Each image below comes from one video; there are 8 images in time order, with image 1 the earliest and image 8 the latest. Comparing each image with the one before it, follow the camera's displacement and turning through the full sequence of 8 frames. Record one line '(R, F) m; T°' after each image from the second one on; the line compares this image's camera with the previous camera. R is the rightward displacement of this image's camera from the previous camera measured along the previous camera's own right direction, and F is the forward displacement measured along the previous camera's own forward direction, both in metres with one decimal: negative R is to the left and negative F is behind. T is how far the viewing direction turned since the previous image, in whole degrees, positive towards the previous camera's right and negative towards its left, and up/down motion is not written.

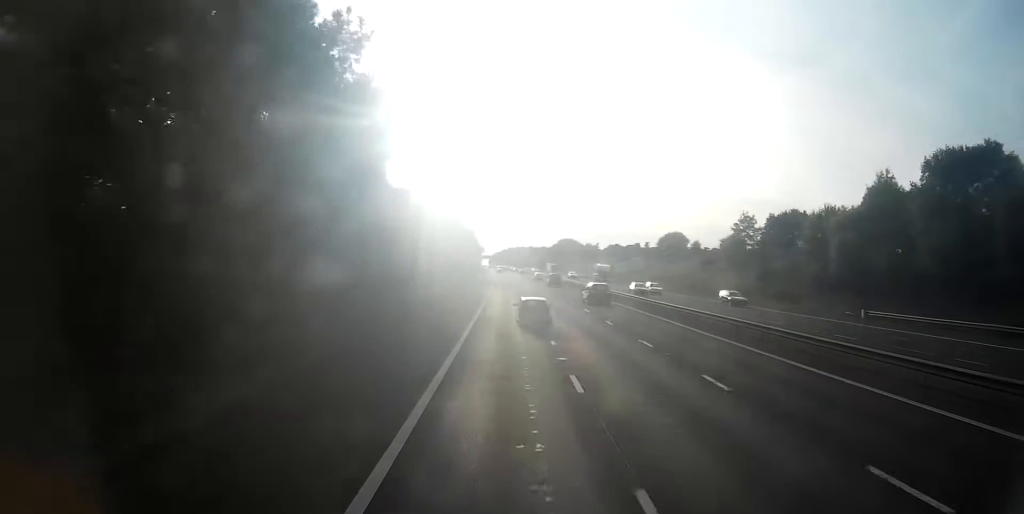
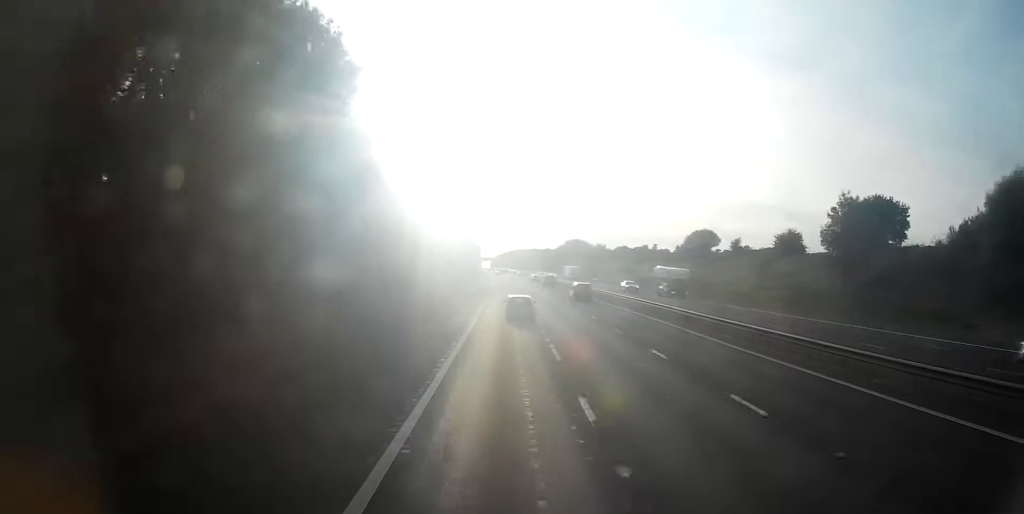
(-0.1, +29.1) m; 0°
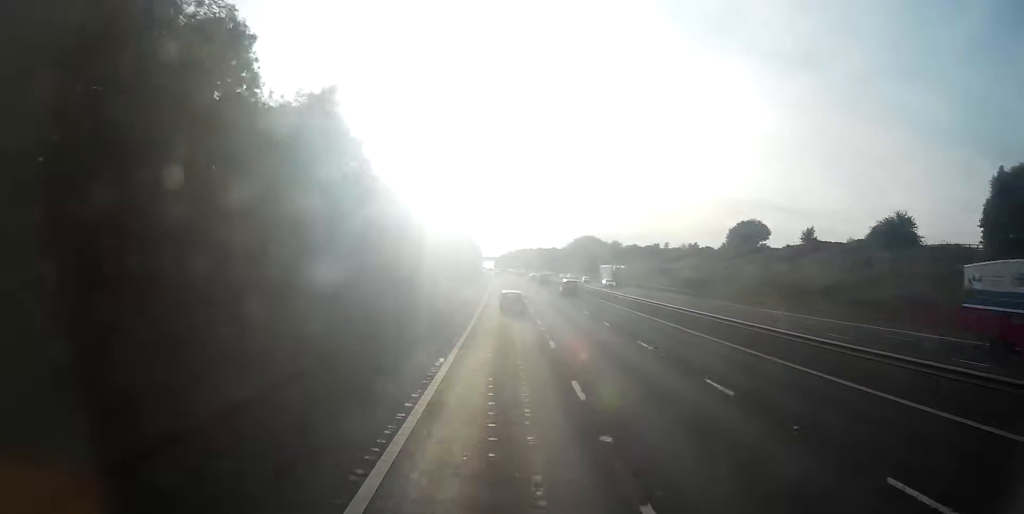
(0.0, +33.7) m; -1°
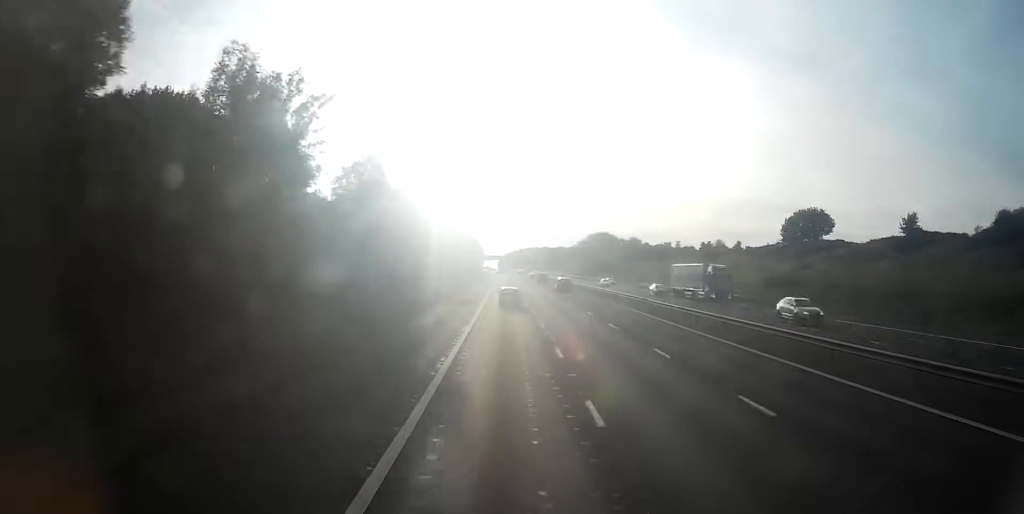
(-0.2, +29.1) m; -1°
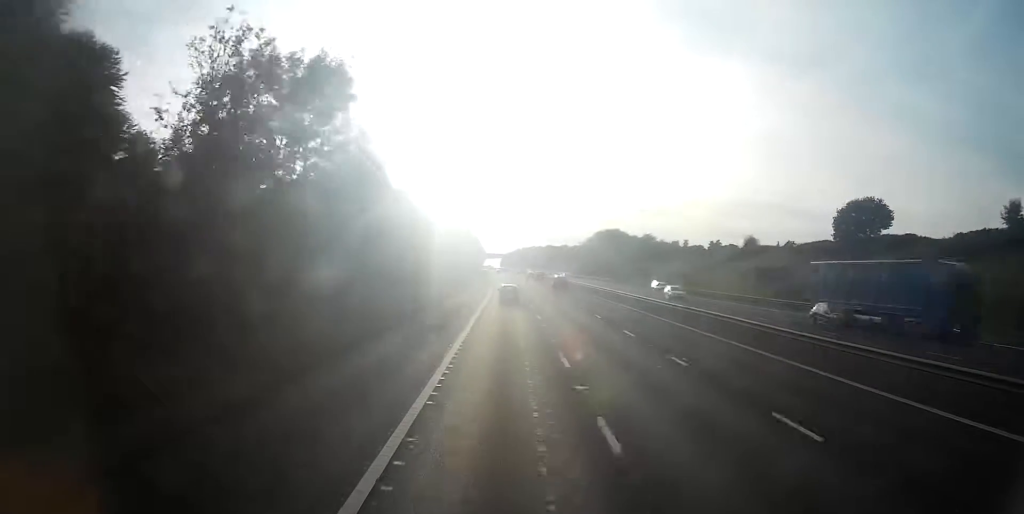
(-0.2, +20.1) m; 0°
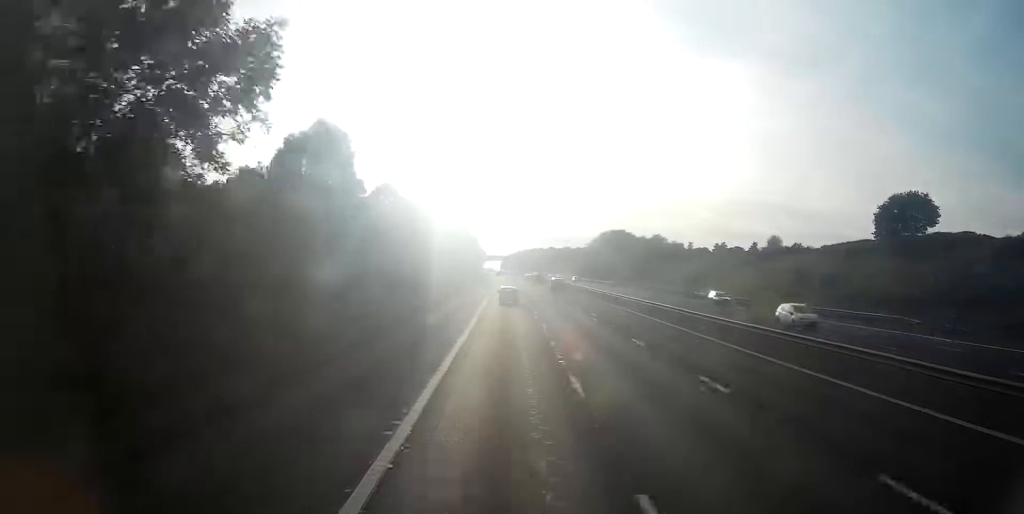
(-0.2, +12.7) m; 0°
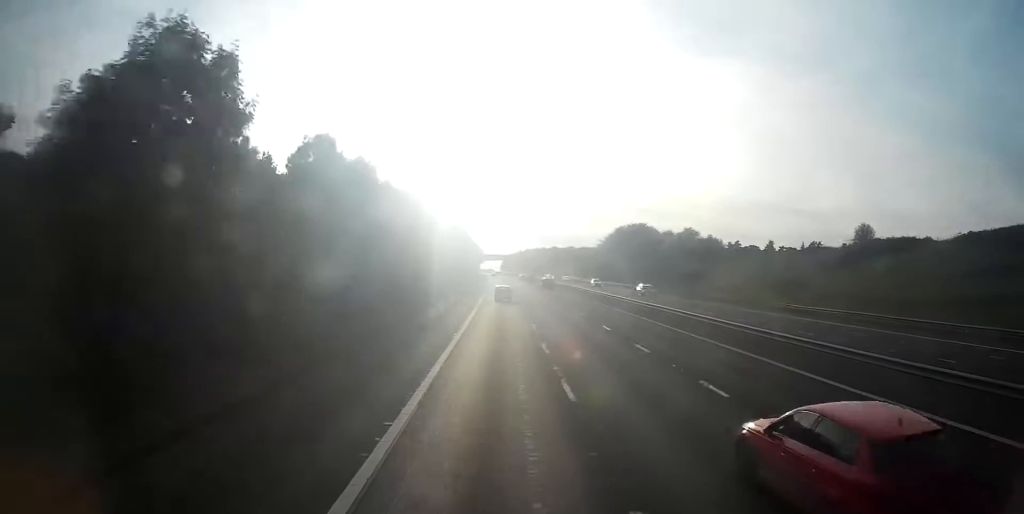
(+0.5, +35.5) m; +1°
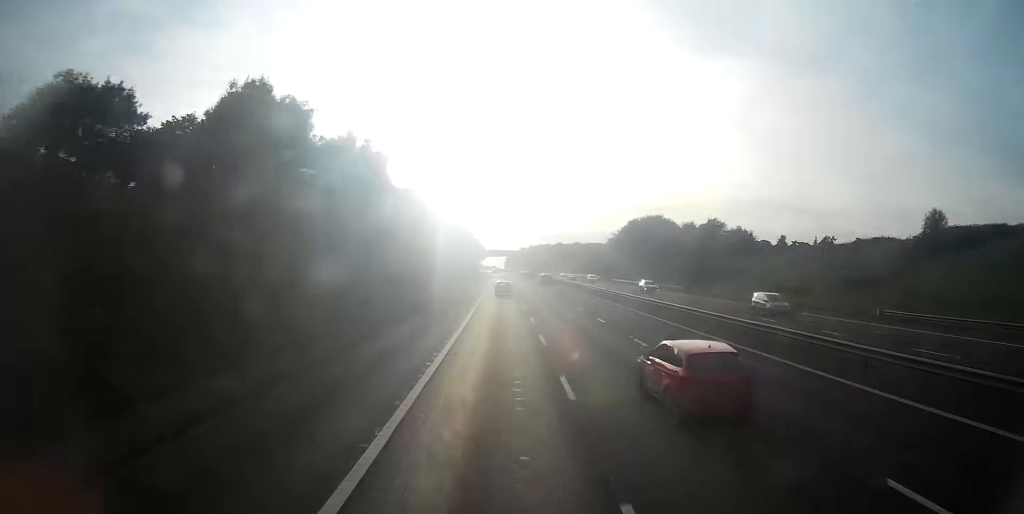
(0.0, +18.2) m; -1°
